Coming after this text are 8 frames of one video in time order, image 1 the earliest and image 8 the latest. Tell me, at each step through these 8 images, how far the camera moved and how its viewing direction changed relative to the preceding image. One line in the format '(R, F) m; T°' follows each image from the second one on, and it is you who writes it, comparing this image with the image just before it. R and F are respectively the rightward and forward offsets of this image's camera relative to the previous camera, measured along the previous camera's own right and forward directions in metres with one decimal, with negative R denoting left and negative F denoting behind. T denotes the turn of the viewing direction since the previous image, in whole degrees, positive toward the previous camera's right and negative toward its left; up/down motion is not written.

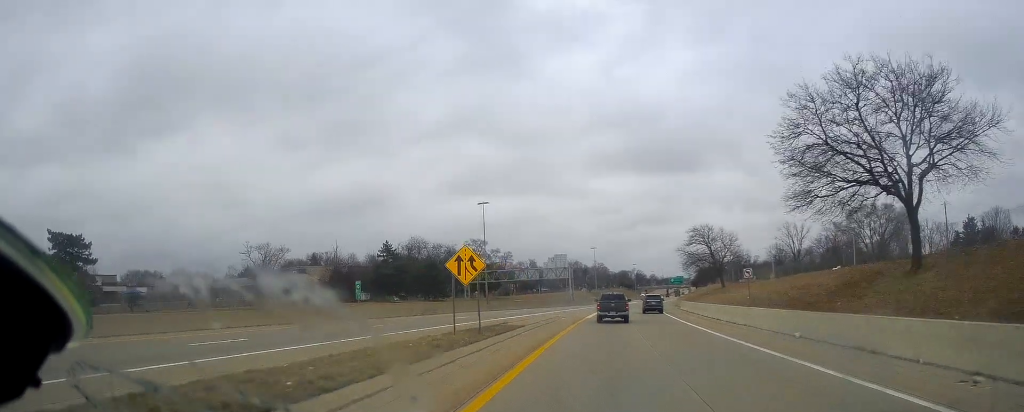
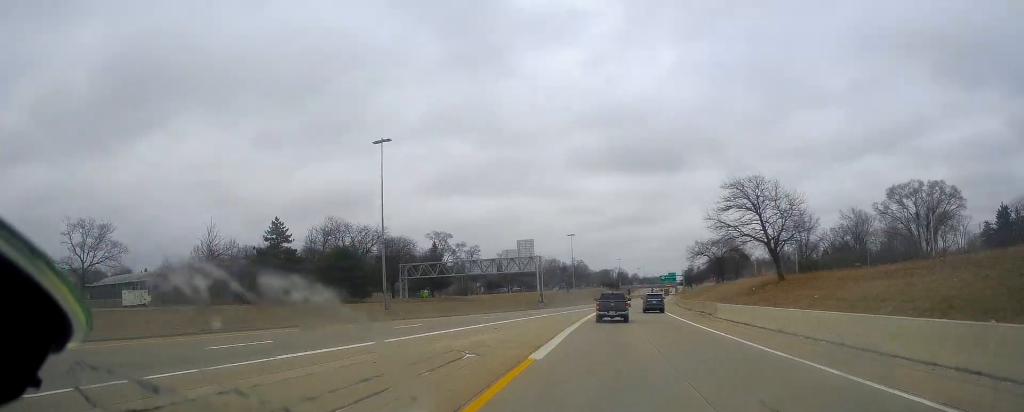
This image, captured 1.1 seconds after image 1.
(+0.3, +31.3) m; +3°
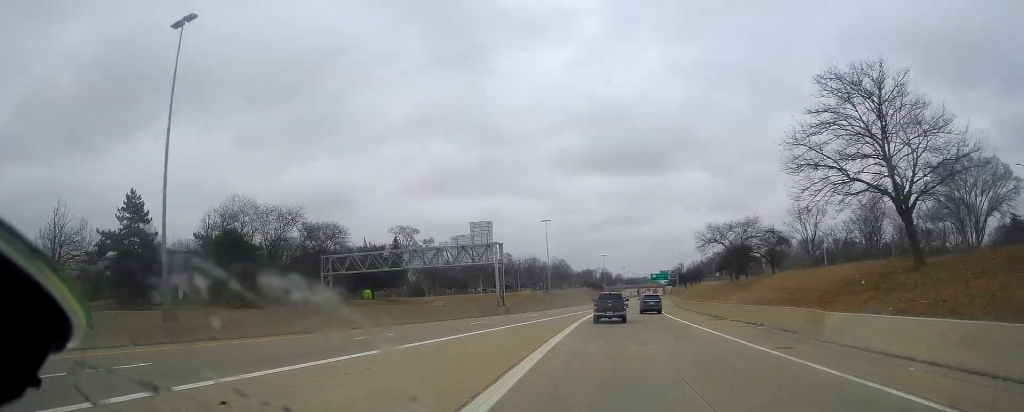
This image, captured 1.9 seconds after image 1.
(+0.8, +23.6) m; +2°
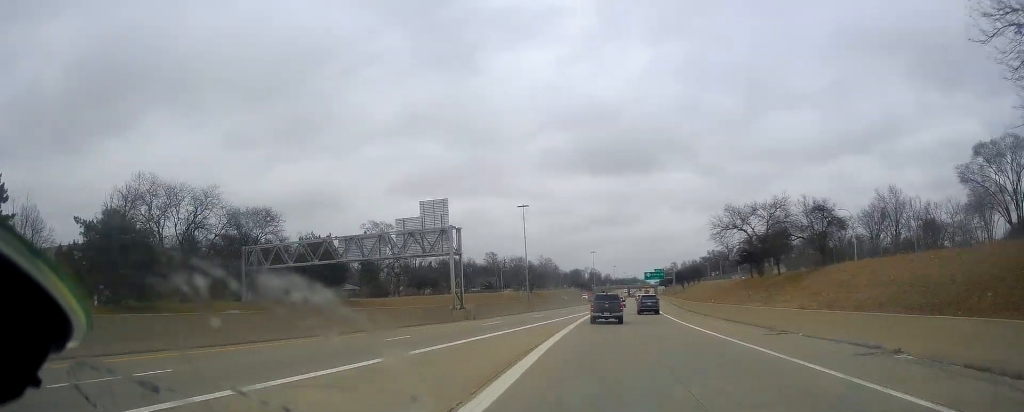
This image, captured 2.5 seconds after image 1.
(0.0, +16.0) m; +1°
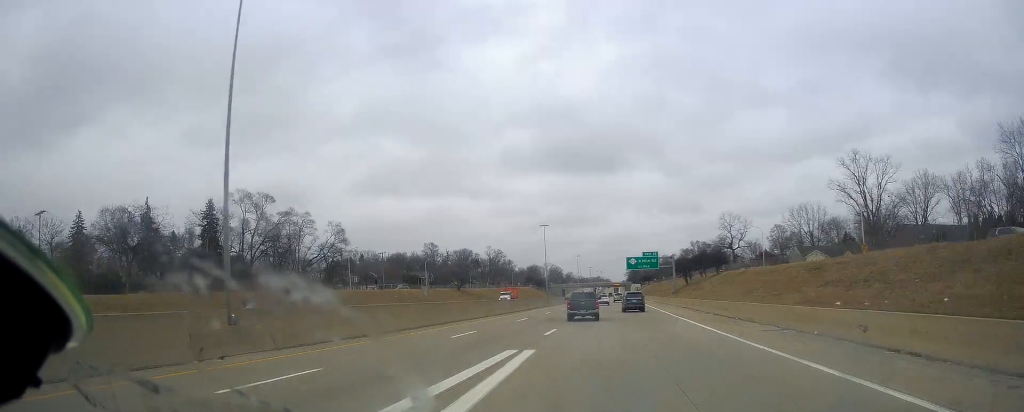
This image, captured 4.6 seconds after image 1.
(+1.6, +59.2) m; +3°
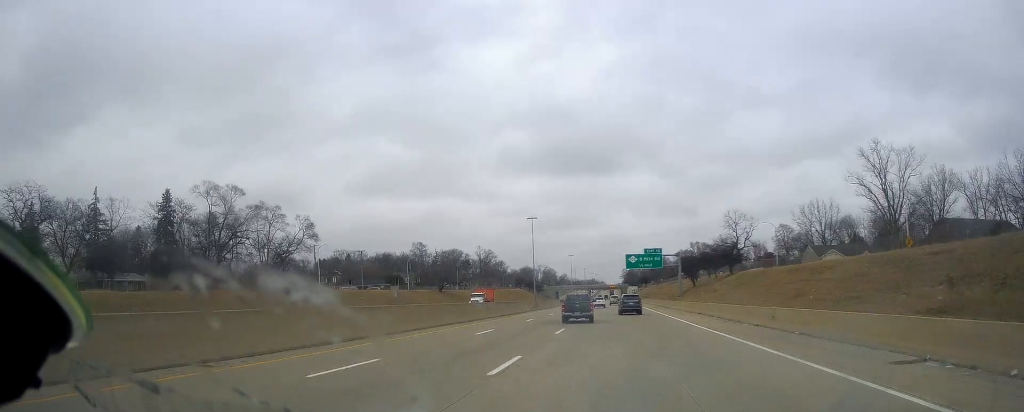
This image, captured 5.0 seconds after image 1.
(0.0, +12.4) m; +1°
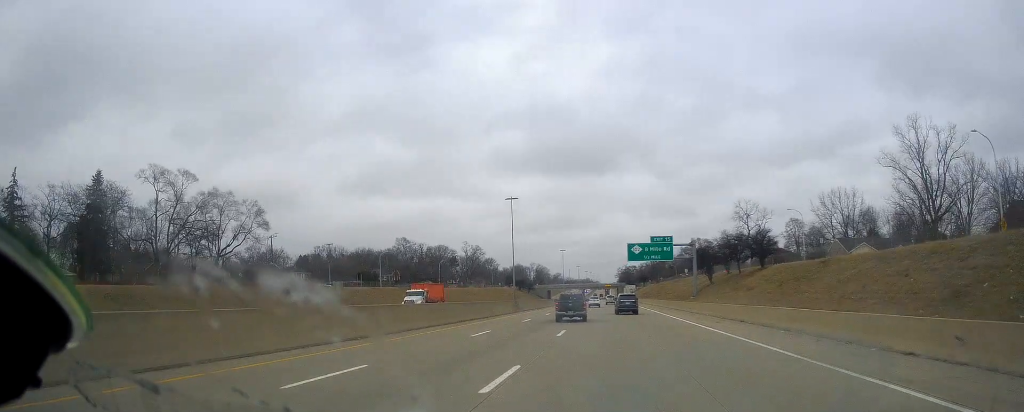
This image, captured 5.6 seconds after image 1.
(+0.1, +17.3) m; +2°
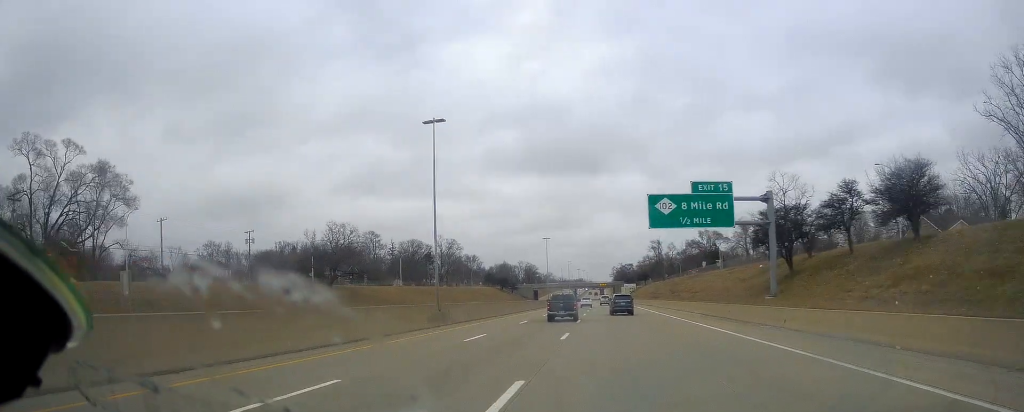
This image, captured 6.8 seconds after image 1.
(+0.9, +33.1) m; +1°
